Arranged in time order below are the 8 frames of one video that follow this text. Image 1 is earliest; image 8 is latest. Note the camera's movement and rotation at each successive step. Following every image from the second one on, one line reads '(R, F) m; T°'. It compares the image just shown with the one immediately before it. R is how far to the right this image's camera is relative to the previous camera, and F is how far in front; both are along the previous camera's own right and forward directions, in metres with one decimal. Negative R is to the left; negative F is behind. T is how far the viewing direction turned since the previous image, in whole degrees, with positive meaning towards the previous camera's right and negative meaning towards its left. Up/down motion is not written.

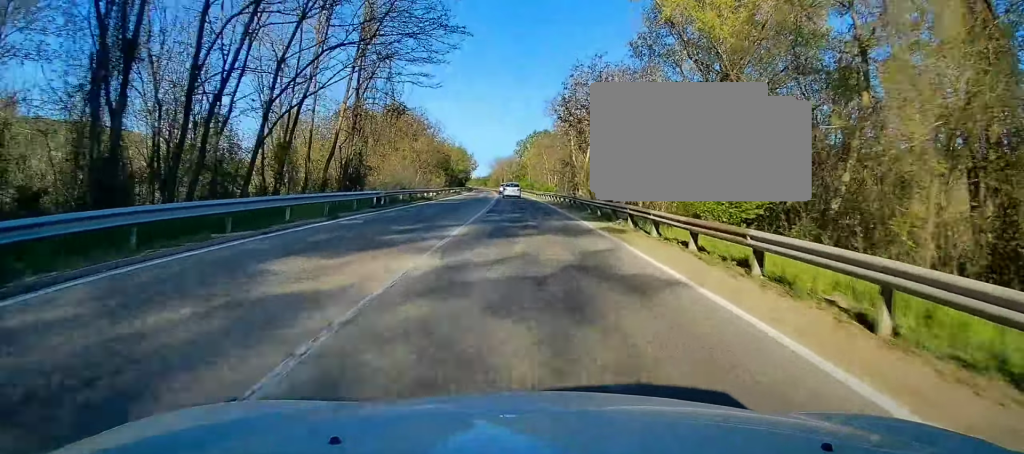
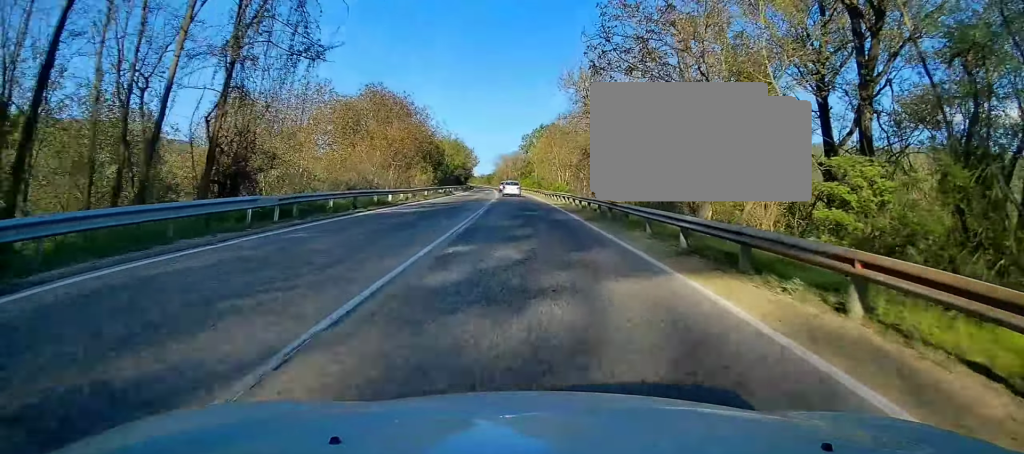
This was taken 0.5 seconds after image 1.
(-0.1, +14.8) m; 0°
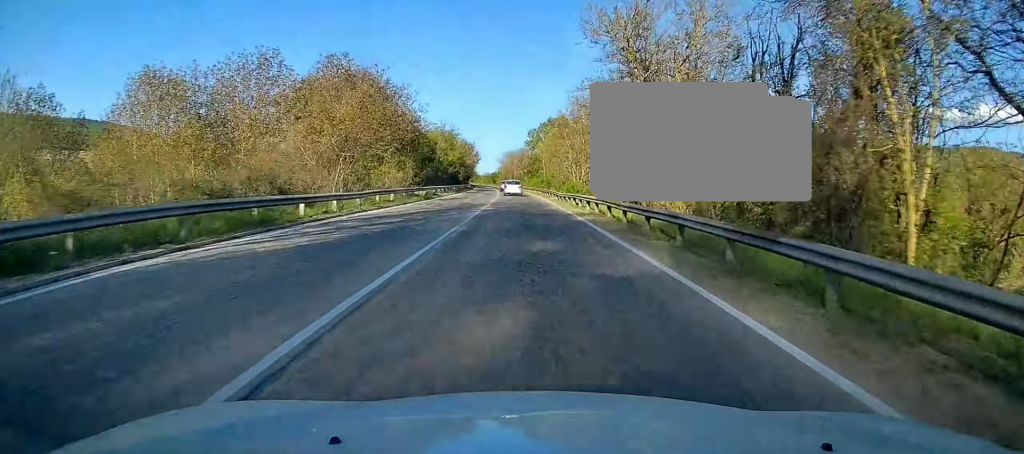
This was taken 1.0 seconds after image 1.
(0.0, +14.8) m; 0°
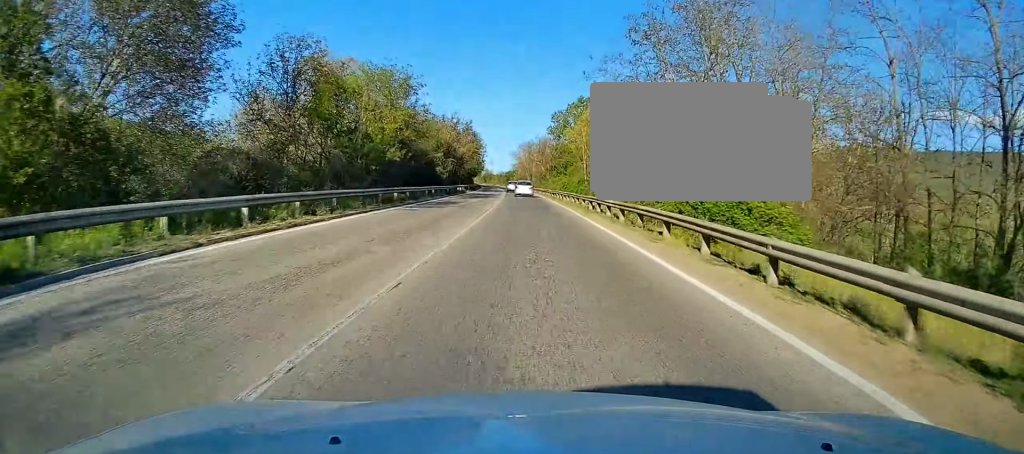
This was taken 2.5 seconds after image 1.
(-0.2, +43.6) m; -1°
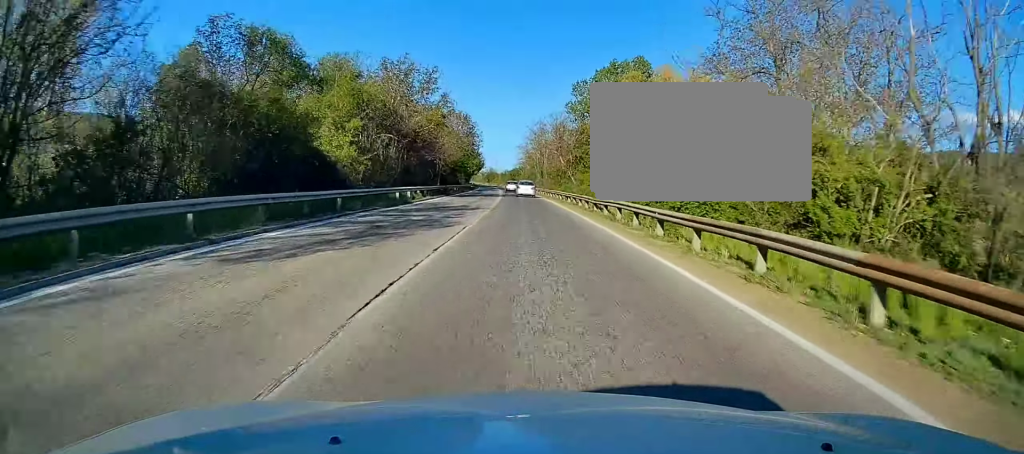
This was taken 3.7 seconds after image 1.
(-0.8, +37.6) m; -2°
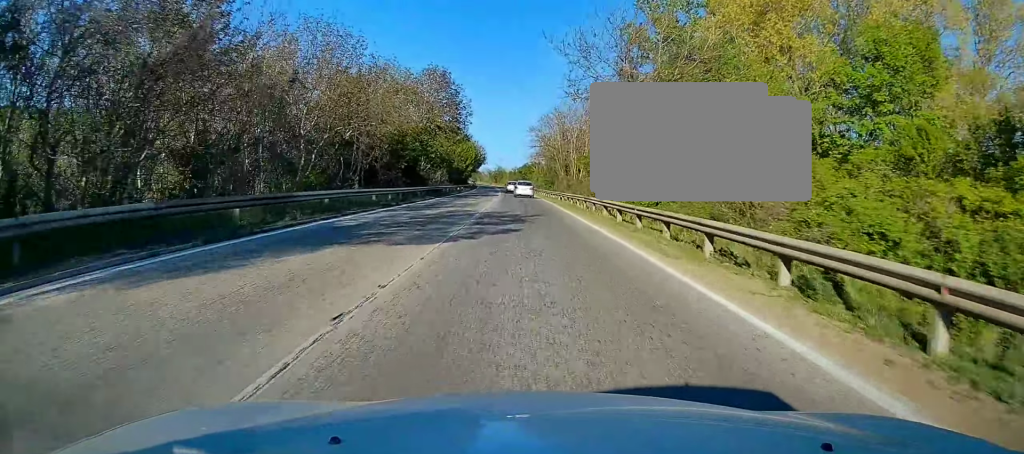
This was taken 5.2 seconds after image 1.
(-0.4, +43.4) m; -1°
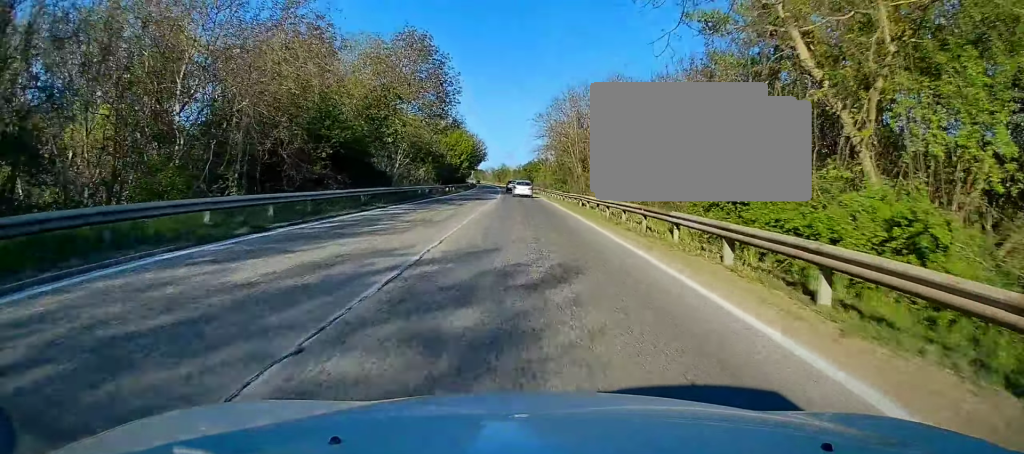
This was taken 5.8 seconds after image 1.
(-0.2, +16.8) m; 0°
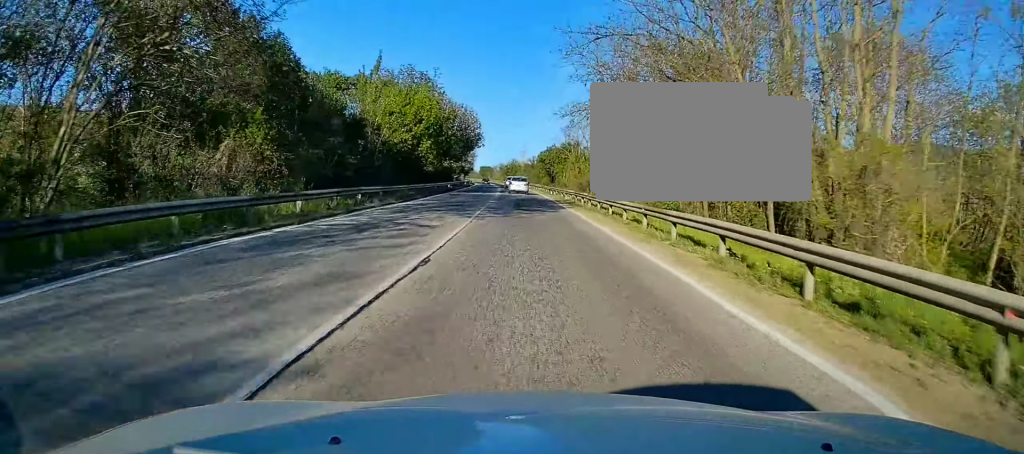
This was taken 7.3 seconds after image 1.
(-0.3, +45.3) m; -1°
